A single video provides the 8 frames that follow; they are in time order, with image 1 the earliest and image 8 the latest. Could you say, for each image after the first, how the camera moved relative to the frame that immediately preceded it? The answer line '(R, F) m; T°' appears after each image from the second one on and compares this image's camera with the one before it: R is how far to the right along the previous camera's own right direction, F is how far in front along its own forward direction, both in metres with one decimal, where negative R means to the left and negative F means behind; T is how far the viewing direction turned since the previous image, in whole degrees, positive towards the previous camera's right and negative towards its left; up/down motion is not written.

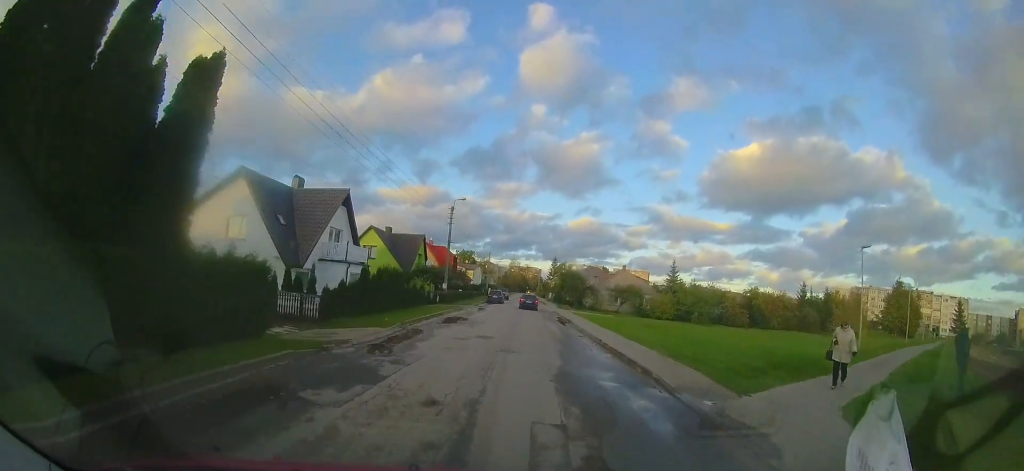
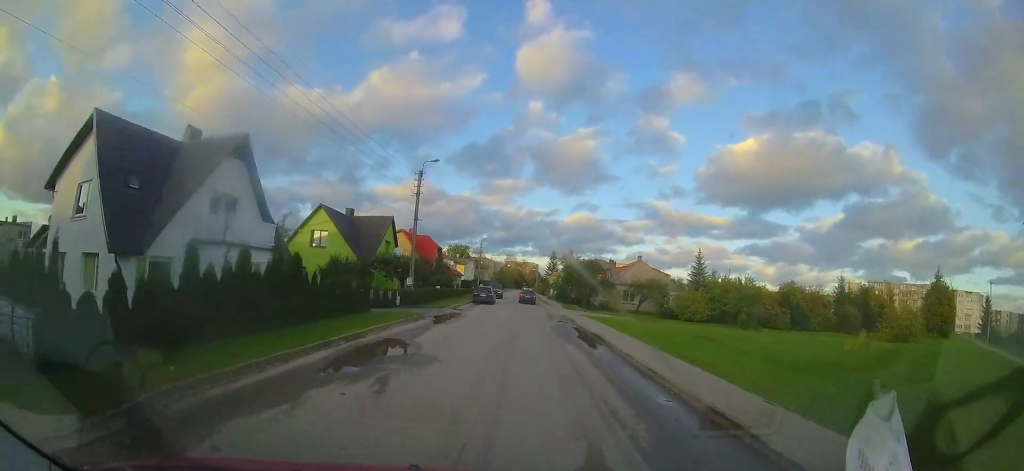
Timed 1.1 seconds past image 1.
(+0.1, +11.1) m; +2°
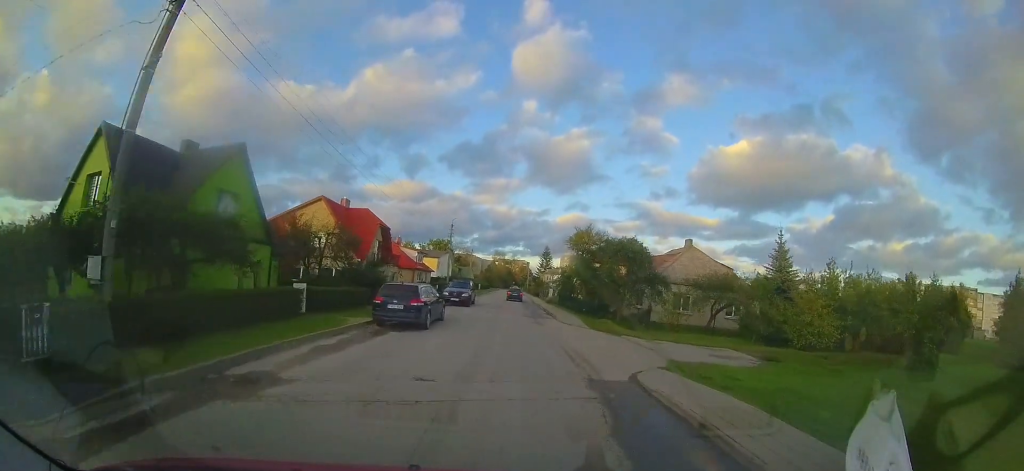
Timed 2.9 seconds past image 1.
(-0.2, +21.0) m; -2°
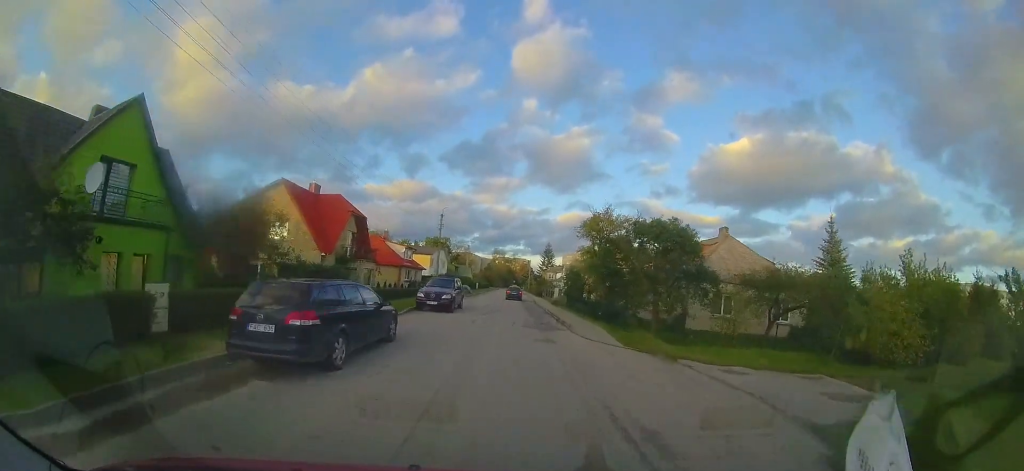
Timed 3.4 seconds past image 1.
(-0.3, +6.1) m; -1°
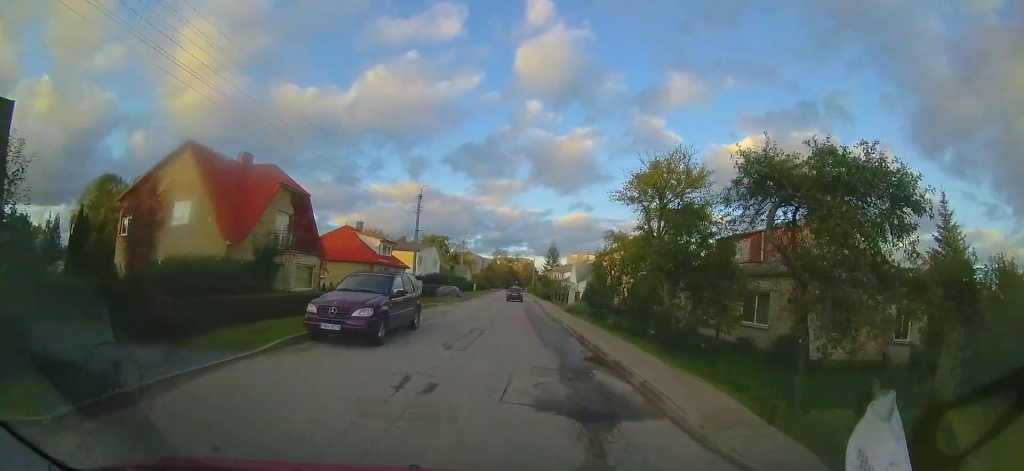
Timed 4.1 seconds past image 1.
(+0.3, +9.4) m; +1°
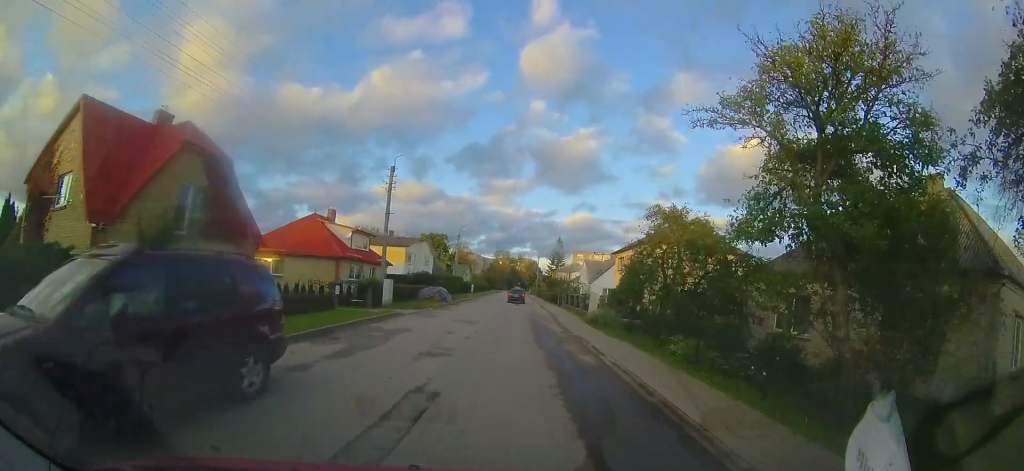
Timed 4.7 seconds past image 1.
(0.0, +7.2) m; 0°
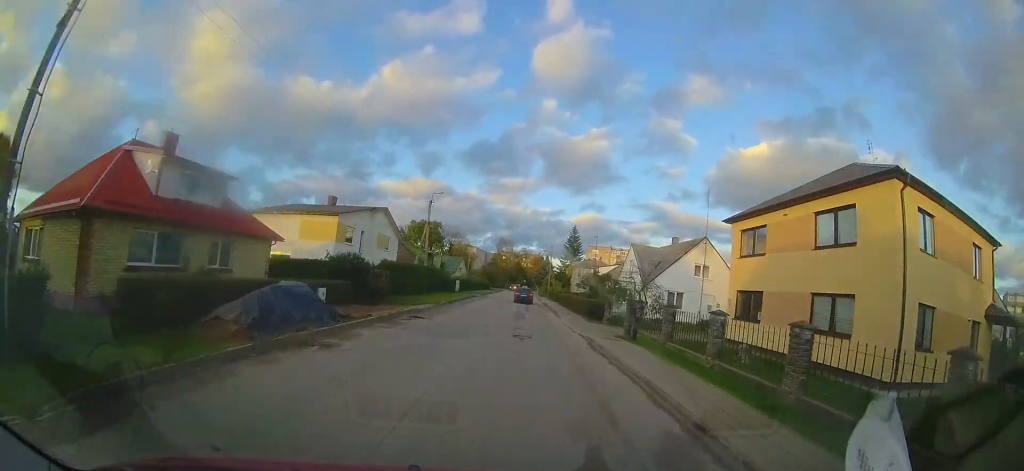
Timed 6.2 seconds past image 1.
(+0.1, +19.4) m; +1°
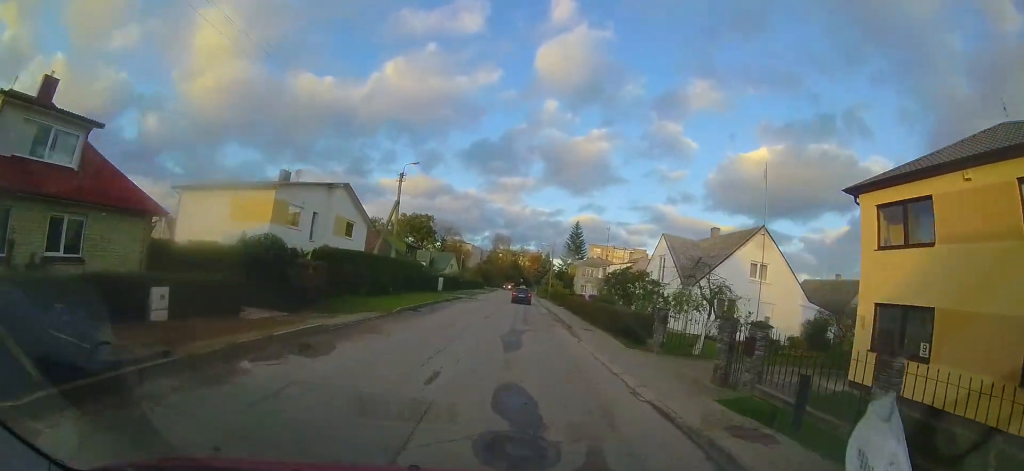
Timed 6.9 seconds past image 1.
(0.0, +7.5) m; +1°
